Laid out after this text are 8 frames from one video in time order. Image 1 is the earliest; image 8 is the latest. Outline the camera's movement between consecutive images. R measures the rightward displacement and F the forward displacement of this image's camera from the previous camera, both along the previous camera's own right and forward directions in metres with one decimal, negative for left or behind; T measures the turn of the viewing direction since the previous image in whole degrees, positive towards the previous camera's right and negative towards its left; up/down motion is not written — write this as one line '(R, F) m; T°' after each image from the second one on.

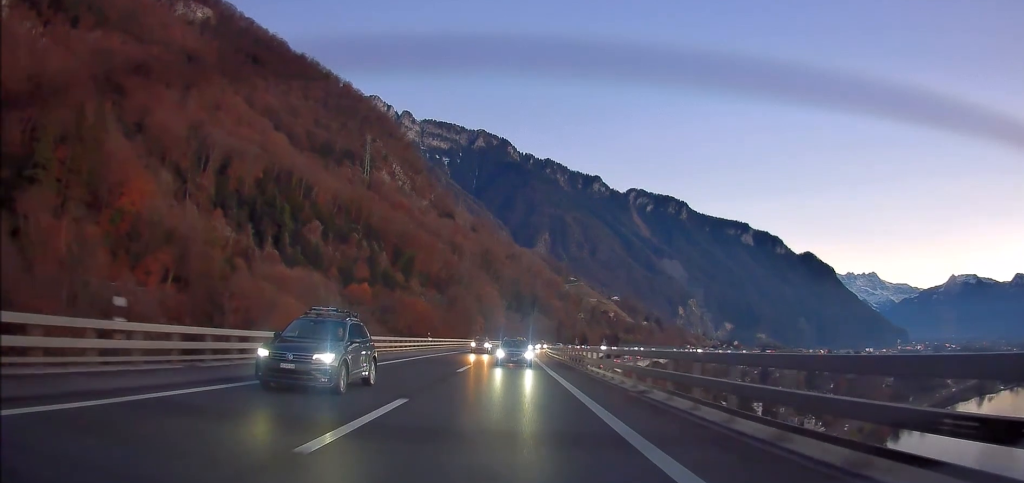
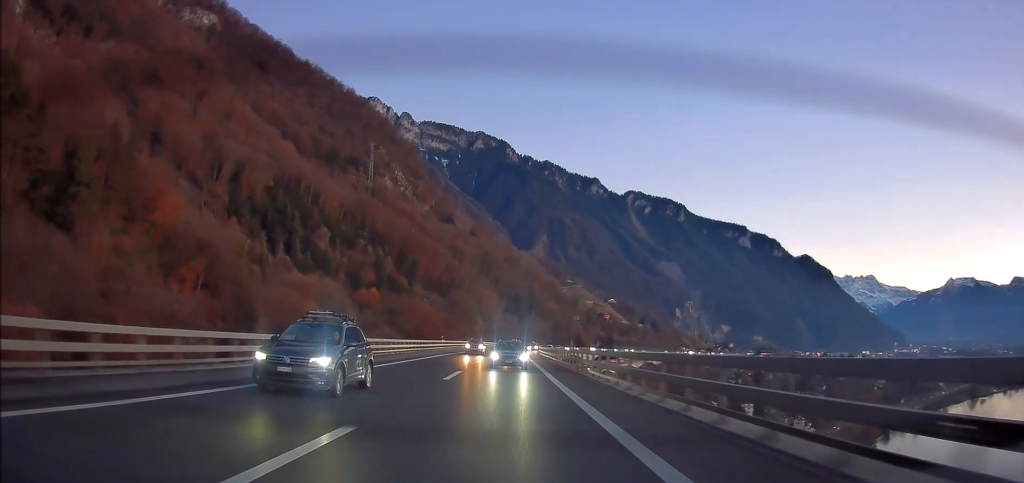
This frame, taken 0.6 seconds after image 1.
(-0.1, +14.4) m; 0°
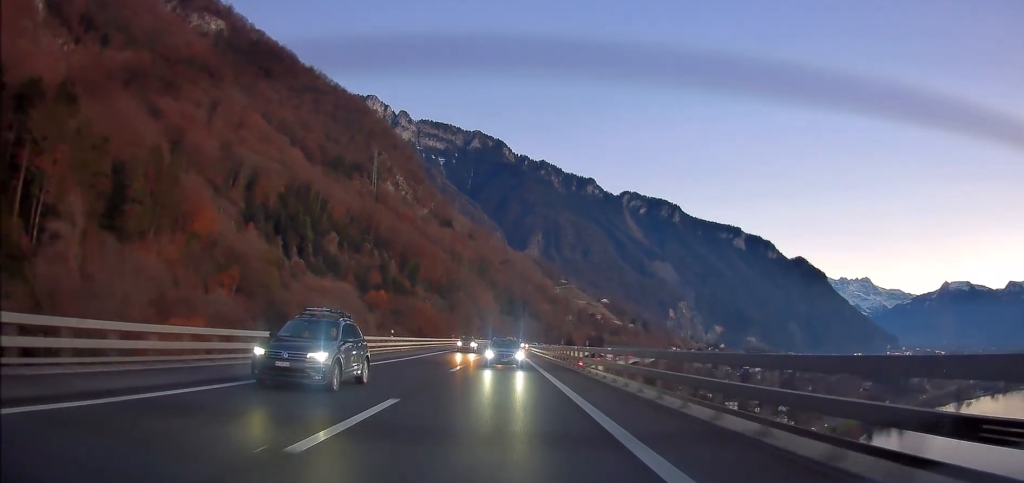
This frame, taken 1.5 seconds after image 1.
(0.0, +22.2) m; 0°
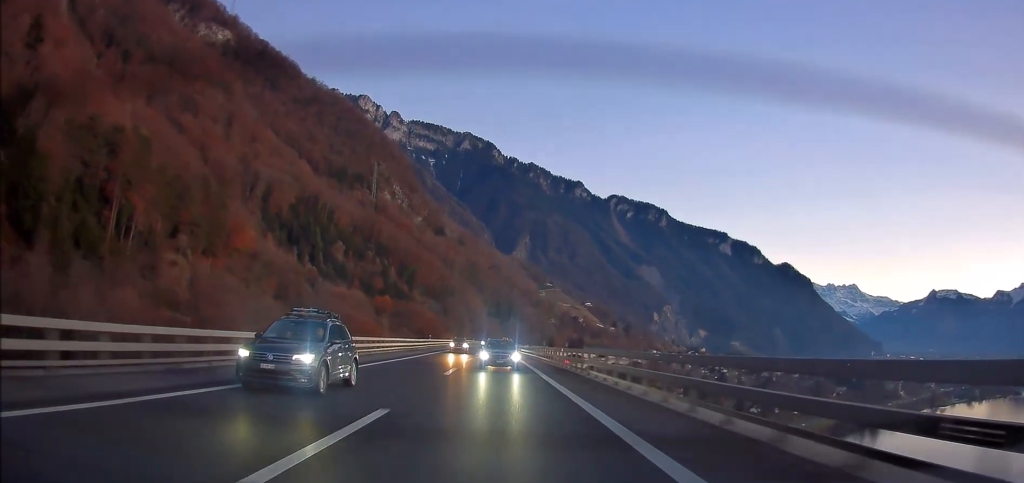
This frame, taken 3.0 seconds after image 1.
(+0.3, +34.6) m; +1°
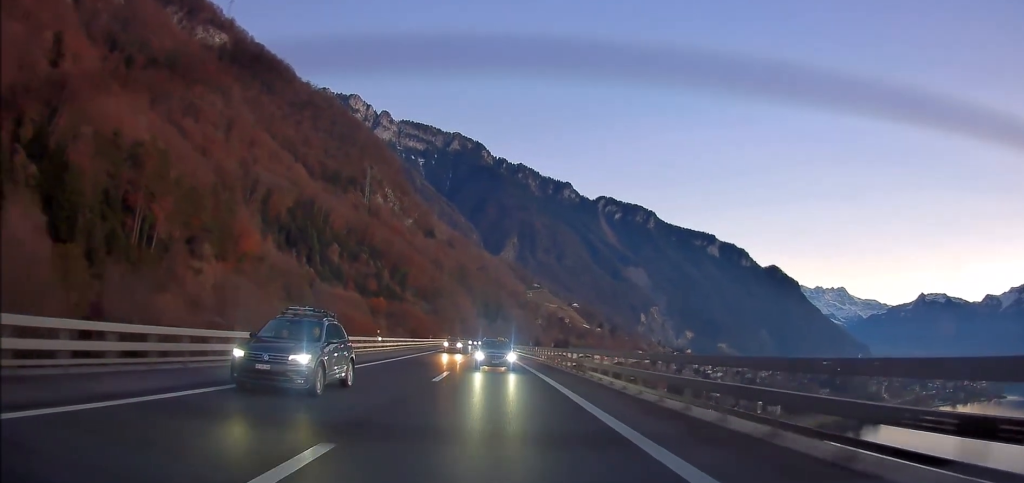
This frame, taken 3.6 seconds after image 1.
(0.0, +14.1) m; +1°
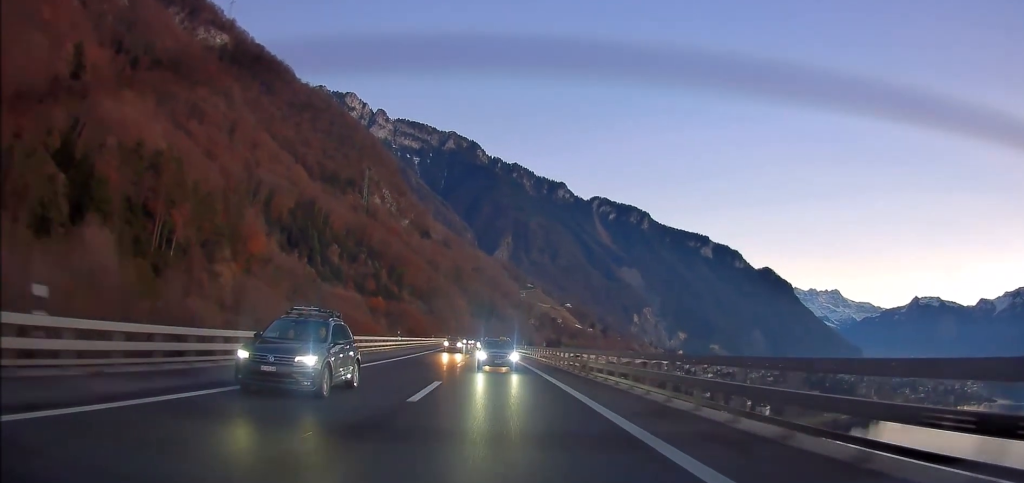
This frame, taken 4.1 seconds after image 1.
(+0.1, +11.7) m; +1°
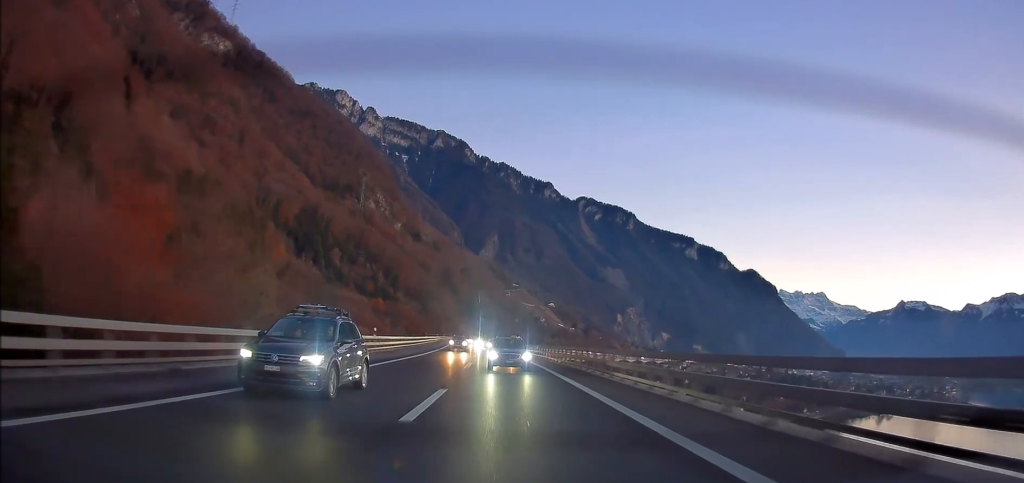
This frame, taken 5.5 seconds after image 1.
(+0.5, +32.8) m; +2°
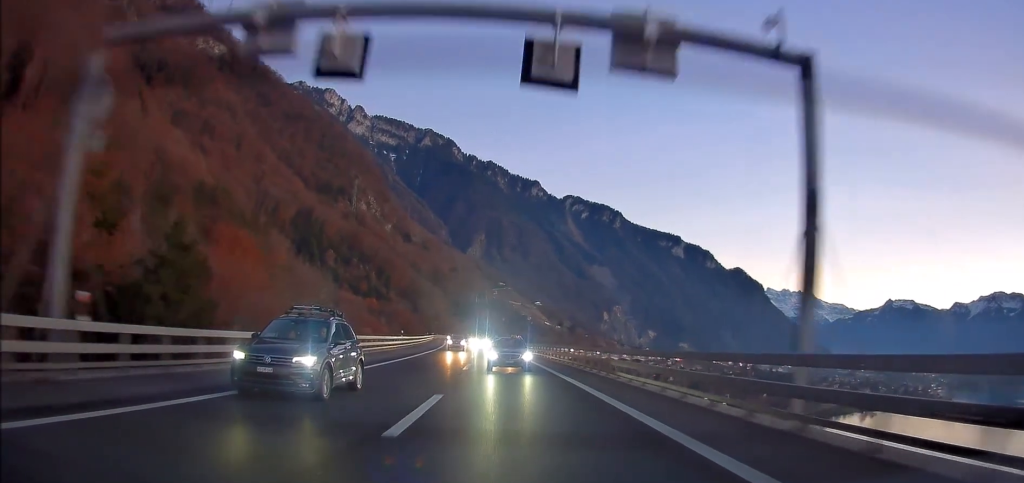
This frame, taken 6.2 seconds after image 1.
(+0.1, +16.6) m; +1°
